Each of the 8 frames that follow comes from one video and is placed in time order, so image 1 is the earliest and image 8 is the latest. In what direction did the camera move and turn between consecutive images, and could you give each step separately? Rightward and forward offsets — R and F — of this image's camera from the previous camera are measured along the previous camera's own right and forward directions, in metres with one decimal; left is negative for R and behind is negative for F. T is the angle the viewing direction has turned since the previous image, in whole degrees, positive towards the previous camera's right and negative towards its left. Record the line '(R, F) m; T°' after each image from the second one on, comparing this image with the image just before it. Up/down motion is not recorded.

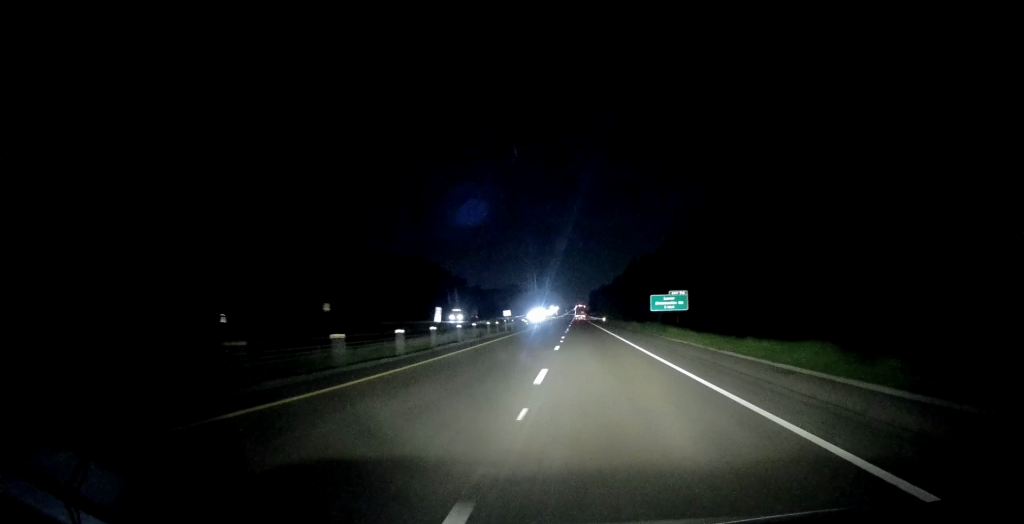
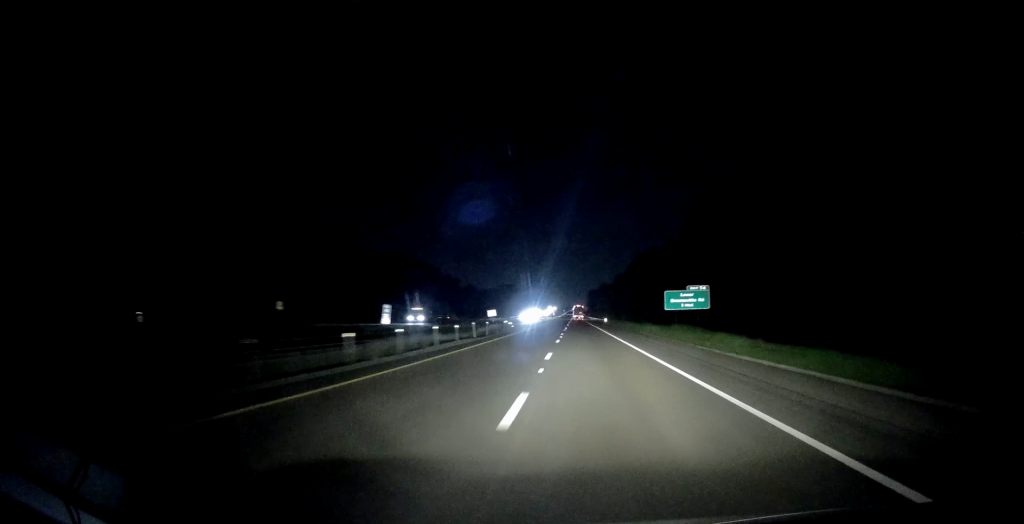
(-0.2, +17.3) m; 0°
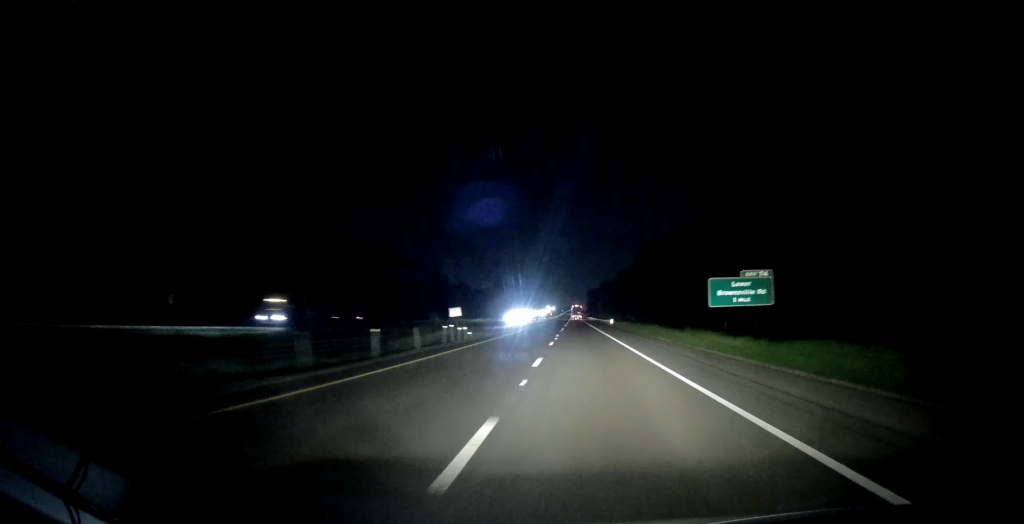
(+0.1, +27.0) m; 0°
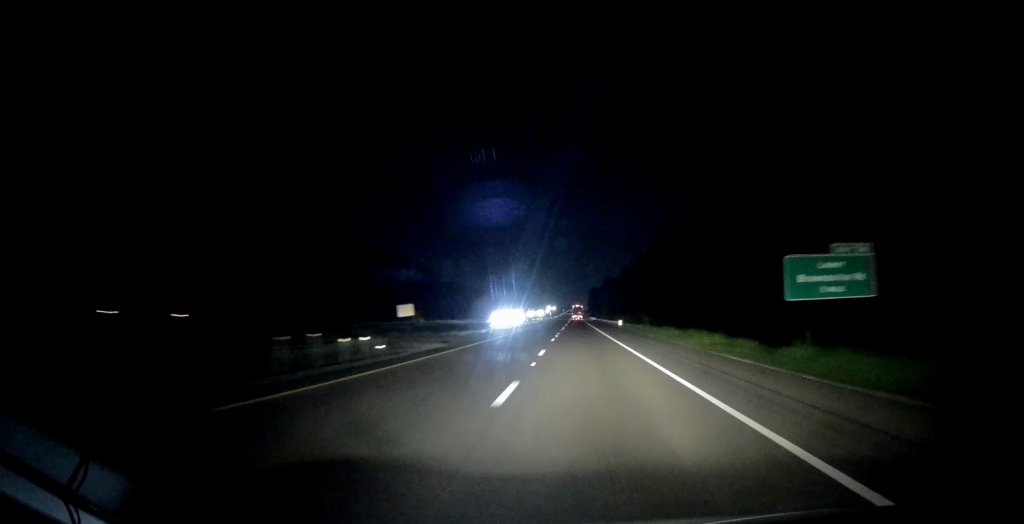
(+0.1, +19.4) m; 0°
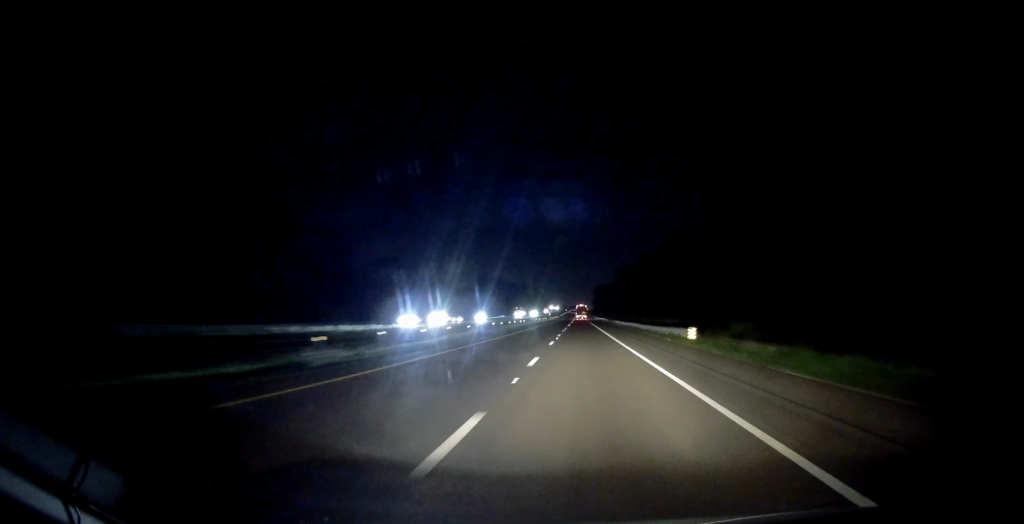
(-0.1, +53.9) m; -1°
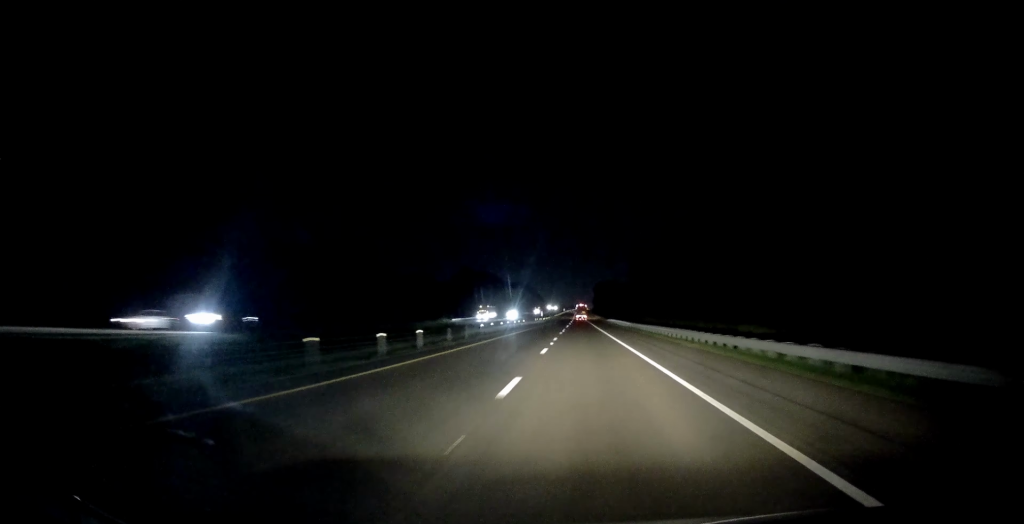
(+0.7, +55.1) m; +1°
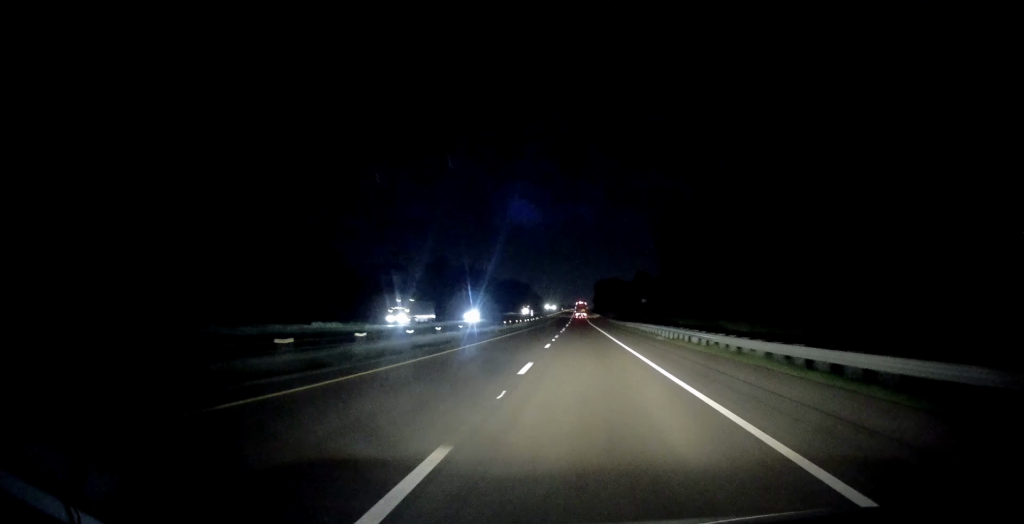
(-0.4, +44.3) m; 0°
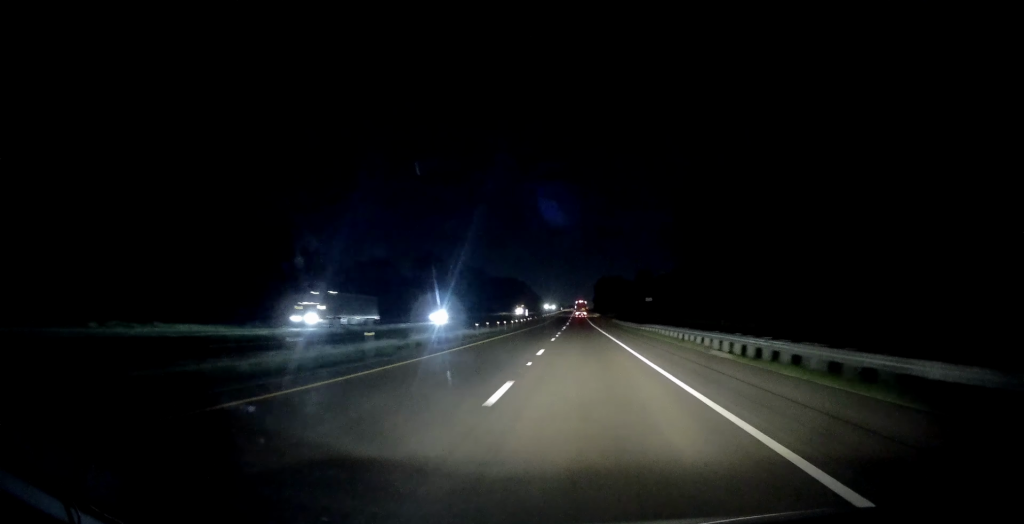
(+0.4, +17.3) m; 0°
